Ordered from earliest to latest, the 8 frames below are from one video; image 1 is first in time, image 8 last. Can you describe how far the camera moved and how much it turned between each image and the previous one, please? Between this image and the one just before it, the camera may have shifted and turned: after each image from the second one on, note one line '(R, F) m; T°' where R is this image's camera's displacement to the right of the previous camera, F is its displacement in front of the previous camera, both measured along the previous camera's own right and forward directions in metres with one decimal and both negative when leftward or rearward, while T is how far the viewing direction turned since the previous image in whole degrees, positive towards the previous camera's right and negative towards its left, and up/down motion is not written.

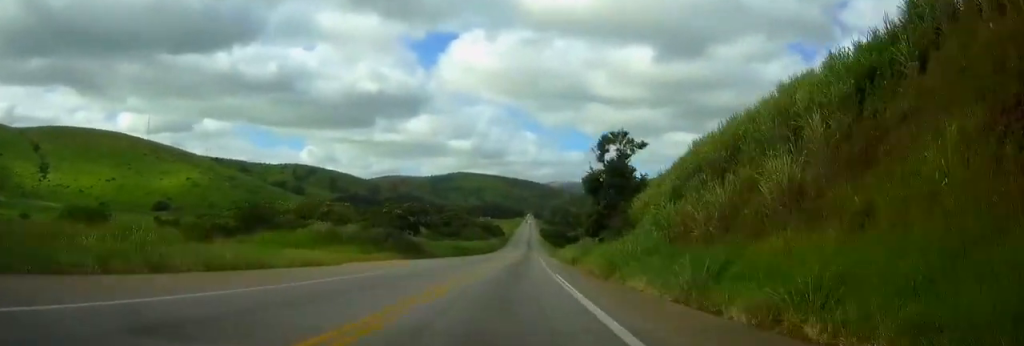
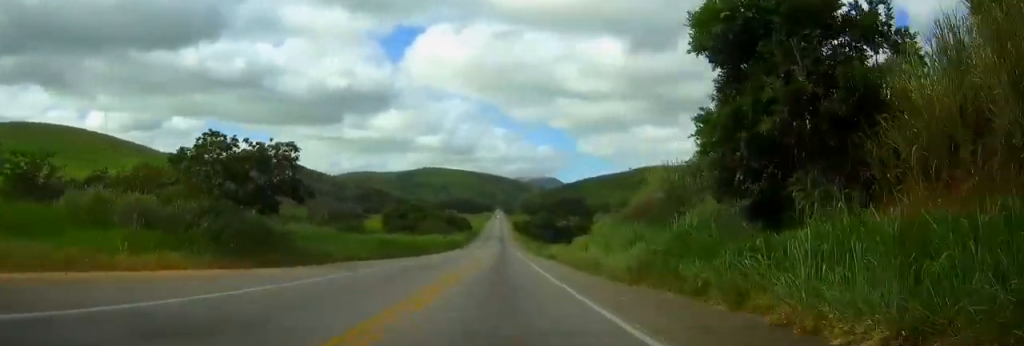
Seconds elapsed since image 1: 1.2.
(+0.8, +34.0) m; +2°
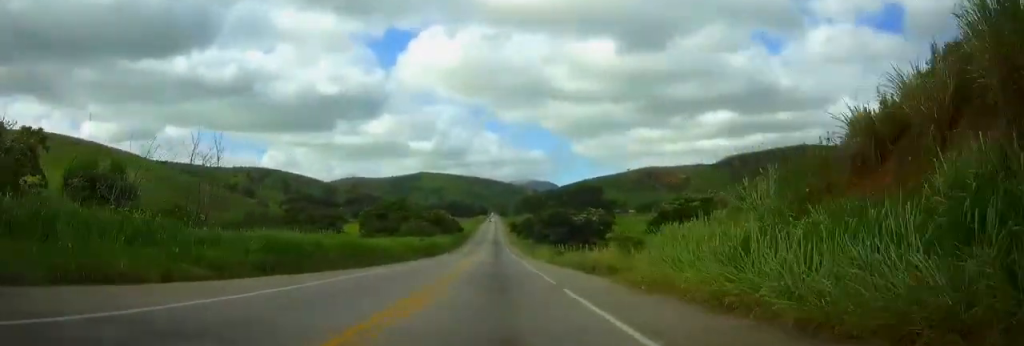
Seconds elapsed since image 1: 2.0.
(+0.1, +24.5) m; 0°
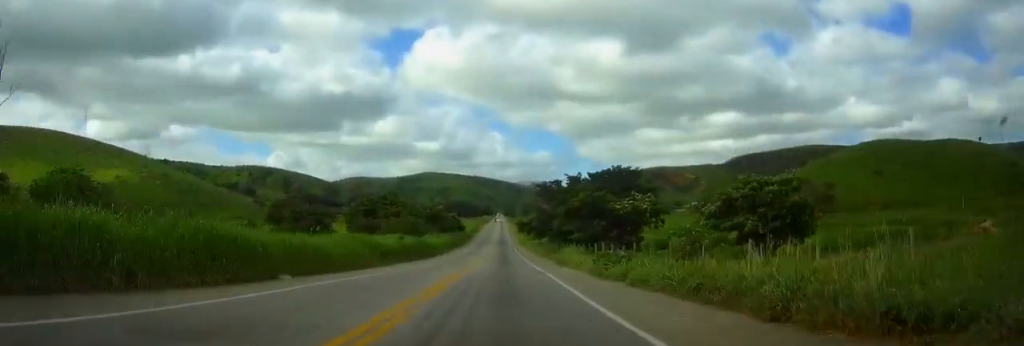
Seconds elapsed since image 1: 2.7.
(0.0, +19.7) m; 0°
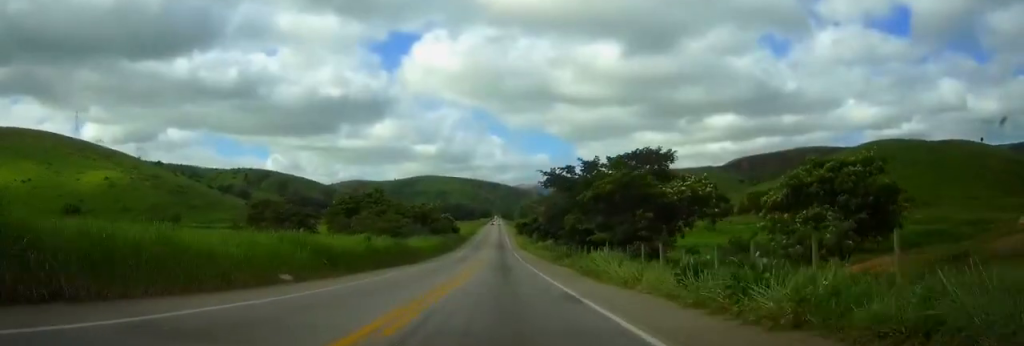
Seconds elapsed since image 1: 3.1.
(+0.1, +13.9) m; 0°
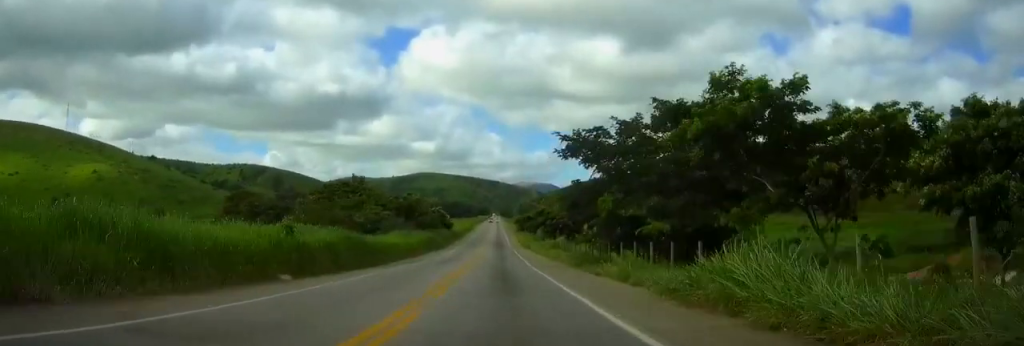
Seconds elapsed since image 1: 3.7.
(0.0, +17.0) m; 0°
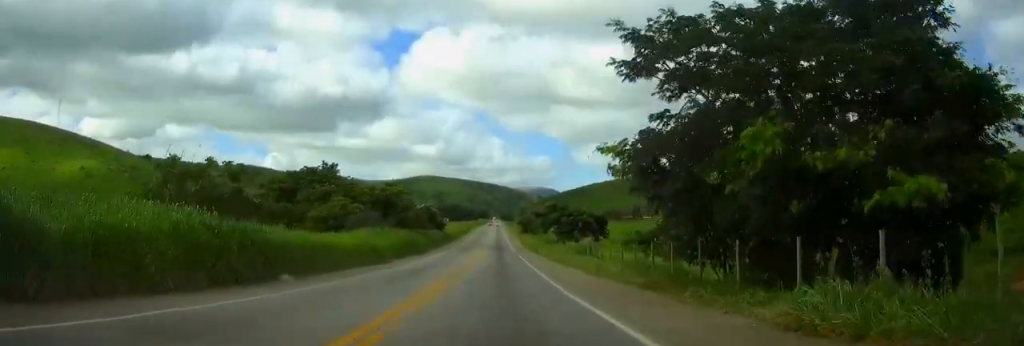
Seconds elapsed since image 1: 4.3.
(0.0, +19.1) m; 0°
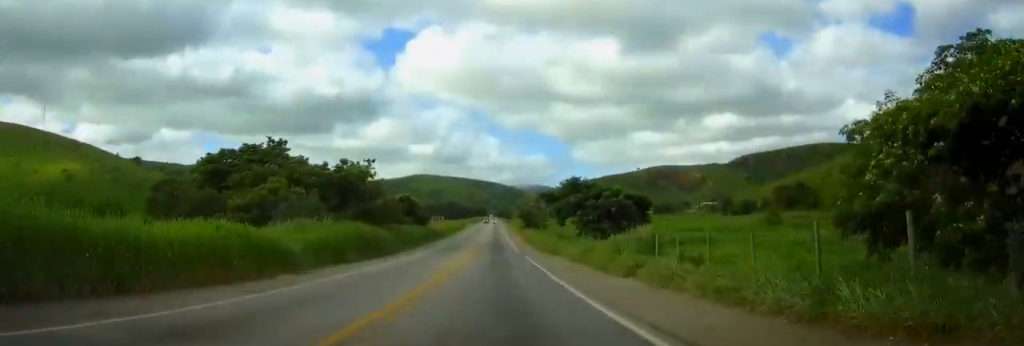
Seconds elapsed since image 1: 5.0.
(0.0, +20.1) m; 0°
